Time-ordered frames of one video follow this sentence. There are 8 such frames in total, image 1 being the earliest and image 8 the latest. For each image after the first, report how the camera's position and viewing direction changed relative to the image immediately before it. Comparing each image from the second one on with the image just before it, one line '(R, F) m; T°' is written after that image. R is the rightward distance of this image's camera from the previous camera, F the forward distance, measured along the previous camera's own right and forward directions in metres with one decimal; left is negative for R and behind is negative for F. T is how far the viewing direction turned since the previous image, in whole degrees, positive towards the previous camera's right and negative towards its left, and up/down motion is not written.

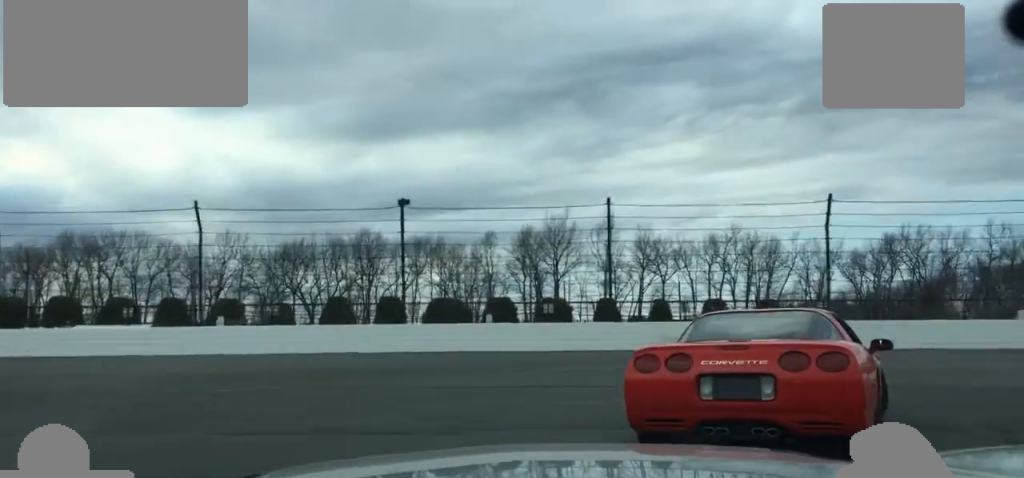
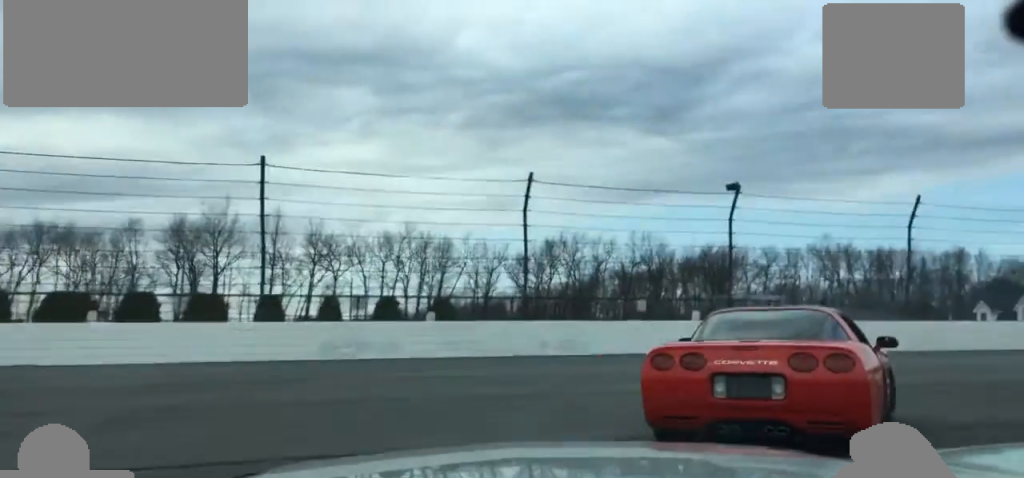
(+0.8, +8.4) m; +20°
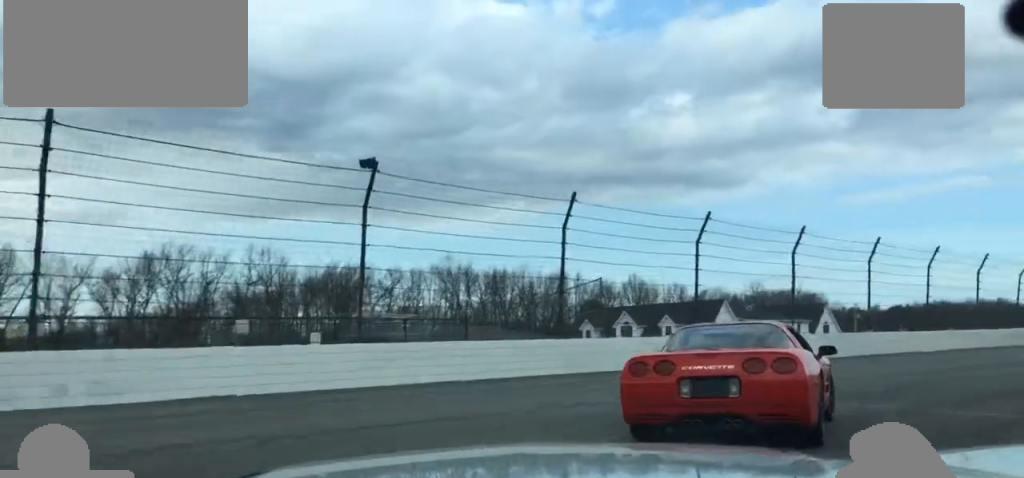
(+1.3, +9.1) m; +30°
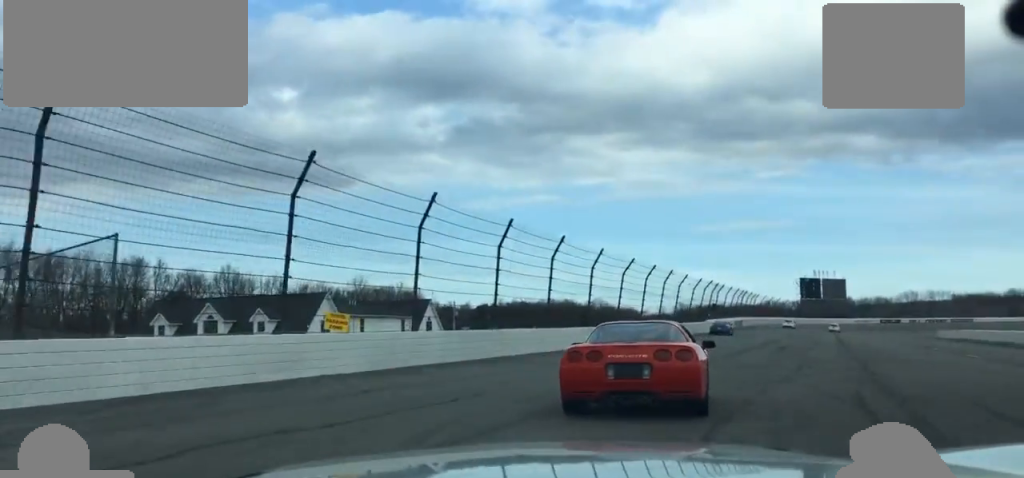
(+4.6, +11.2) m; +21°
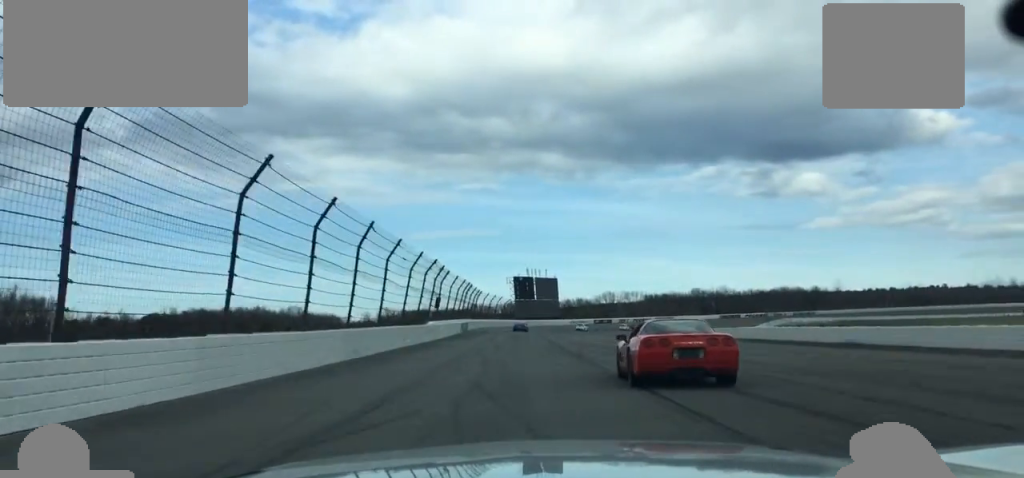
(+4.9, +36.7) m; +17°
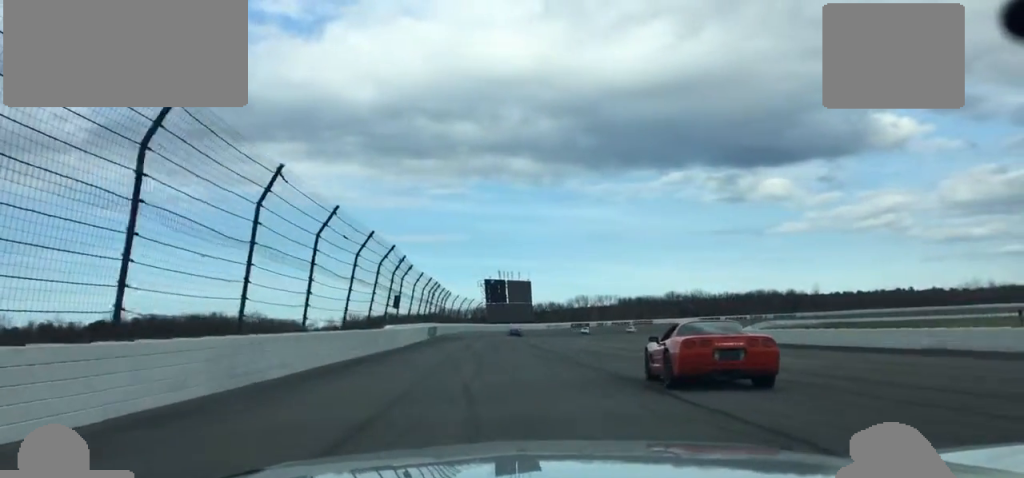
(+1.0, +13.8) m; +2°
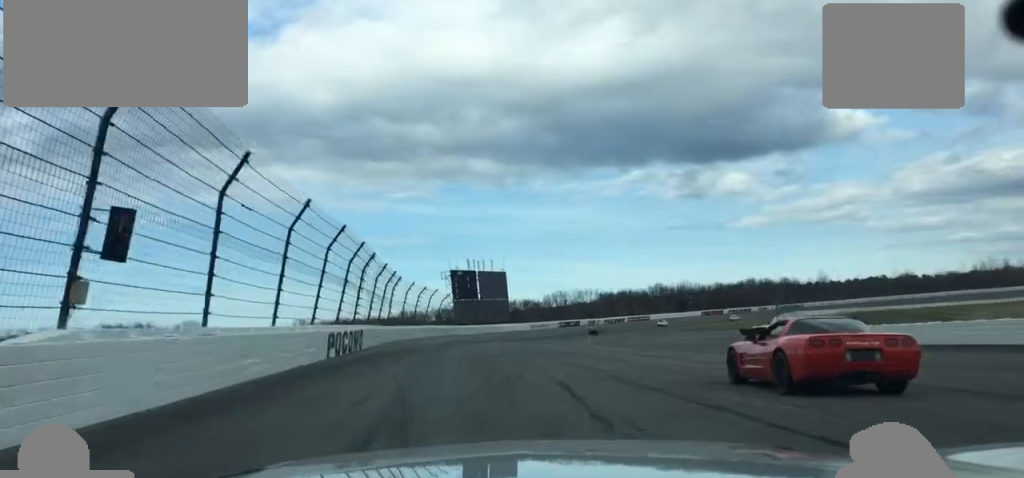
(+0.9, +39.9) m; +3°
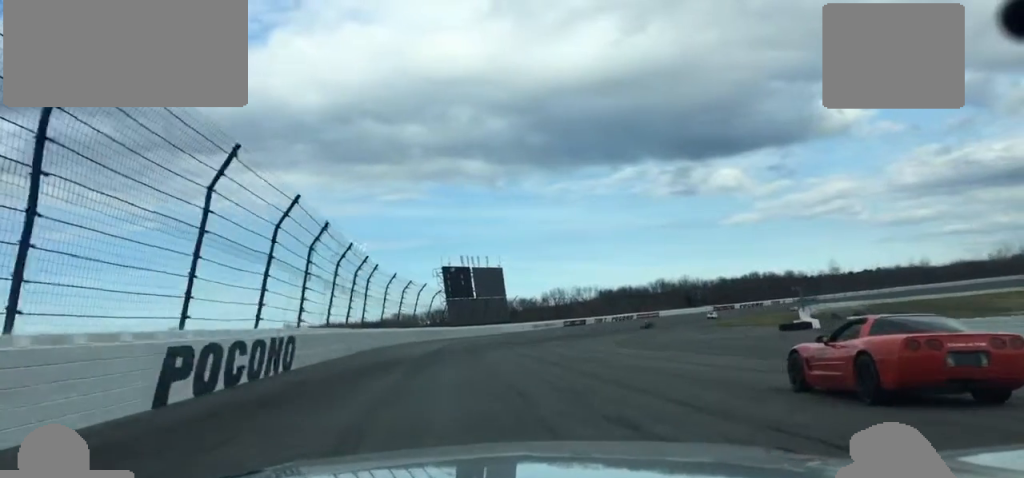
(+0.4, +17.2) m; +1°
